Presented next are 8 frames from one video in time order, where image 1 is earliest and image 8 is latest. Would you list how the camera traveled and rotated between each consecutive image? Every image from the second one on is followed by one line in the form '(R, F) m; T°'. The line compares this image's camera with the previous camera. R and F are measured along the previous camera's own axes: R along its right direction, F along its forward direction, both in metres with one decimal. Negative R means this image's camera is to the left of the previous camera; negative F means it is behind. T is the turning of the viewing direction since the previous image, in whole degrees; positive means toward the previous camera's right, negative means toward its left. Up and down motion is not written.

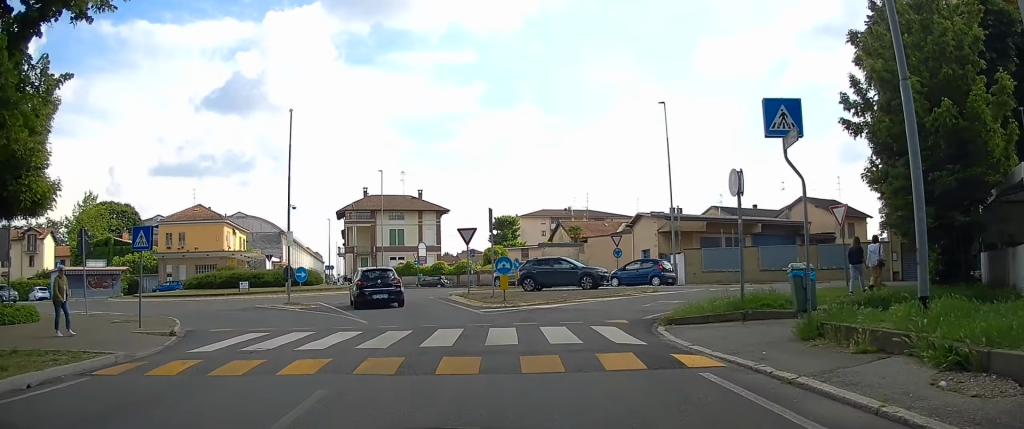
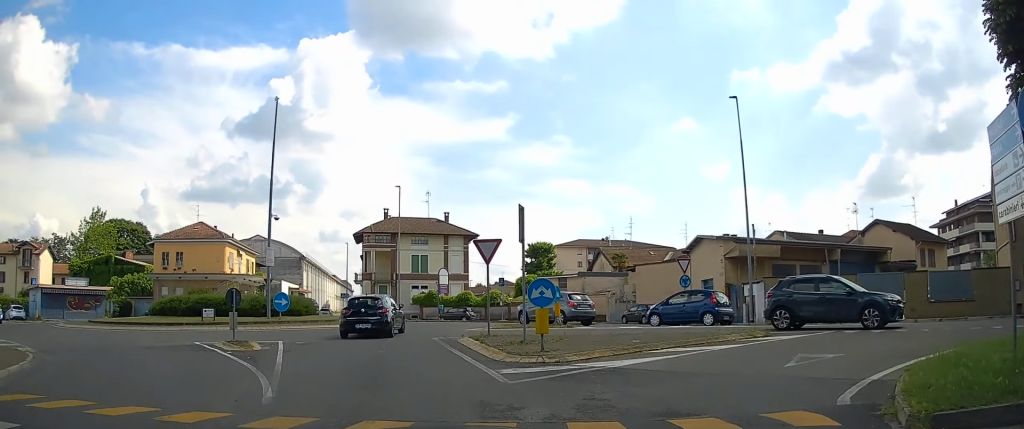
(-0.1, +8.9) m; -3°
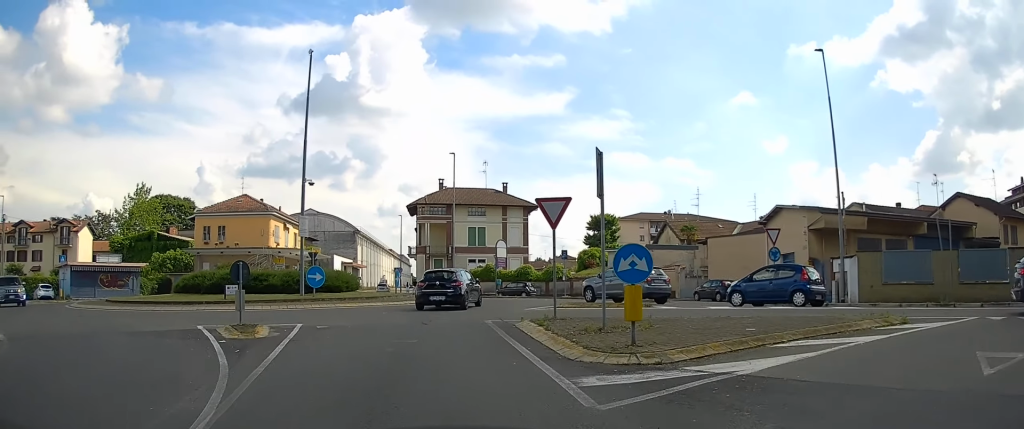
(-0.1, +4.0) m; -4°
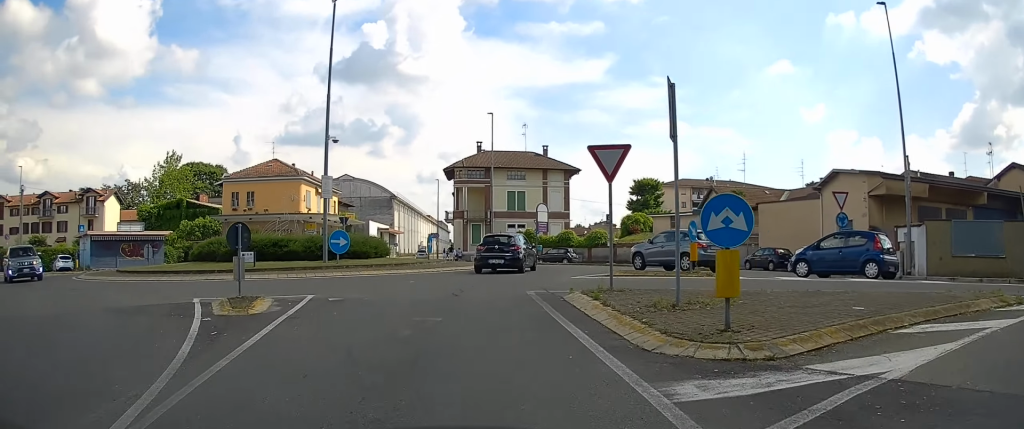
(0.0, +2.5) m; -3°
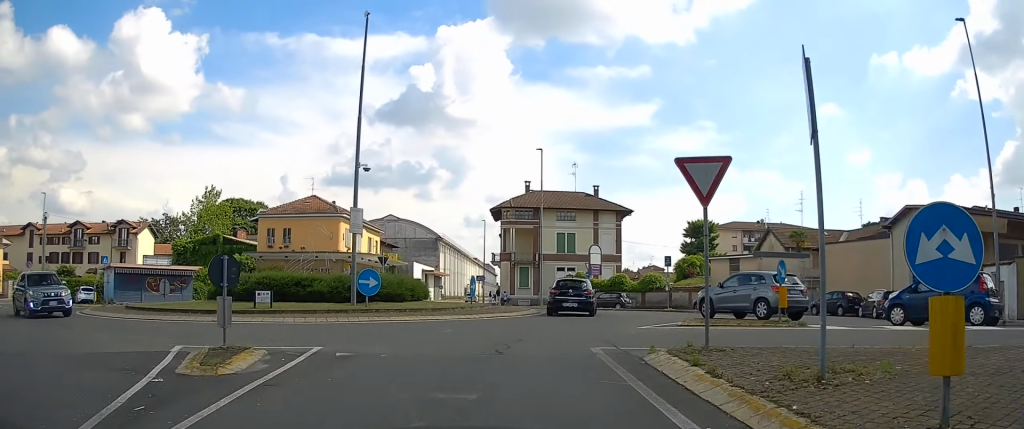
(-0.1, +3.1) m; -3°
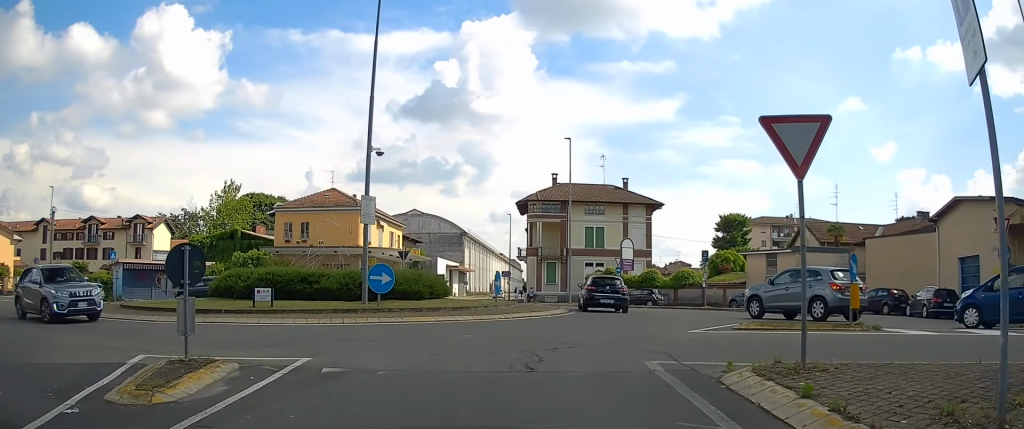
(0.0, +2.3) m; -2°
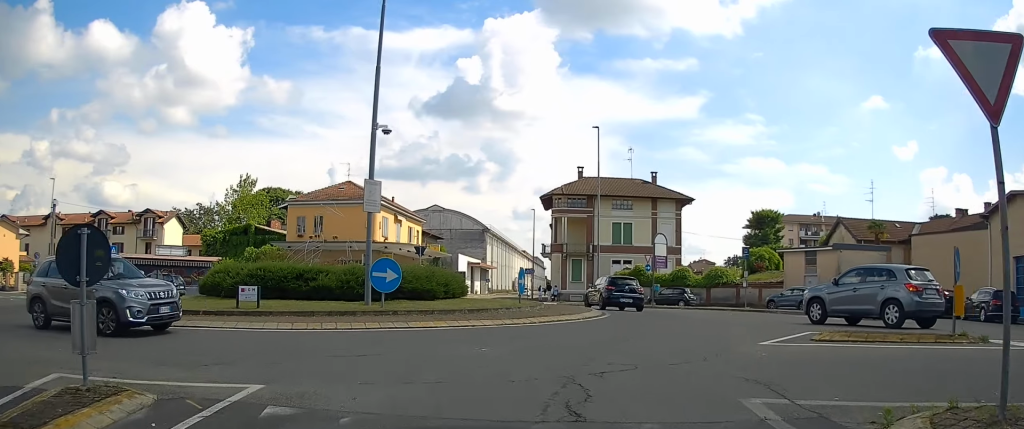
(-0.1, +2.8) m; 0°
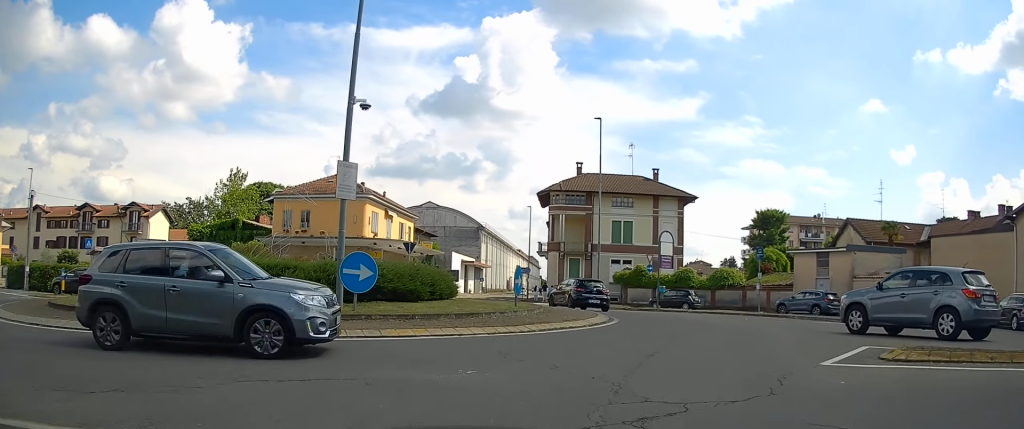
(0.0, +2.6) m; +1°
